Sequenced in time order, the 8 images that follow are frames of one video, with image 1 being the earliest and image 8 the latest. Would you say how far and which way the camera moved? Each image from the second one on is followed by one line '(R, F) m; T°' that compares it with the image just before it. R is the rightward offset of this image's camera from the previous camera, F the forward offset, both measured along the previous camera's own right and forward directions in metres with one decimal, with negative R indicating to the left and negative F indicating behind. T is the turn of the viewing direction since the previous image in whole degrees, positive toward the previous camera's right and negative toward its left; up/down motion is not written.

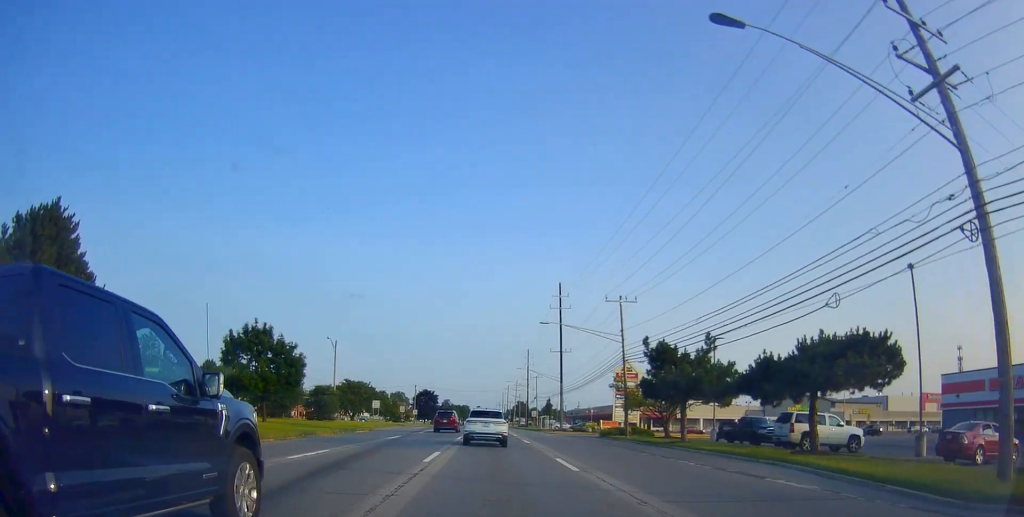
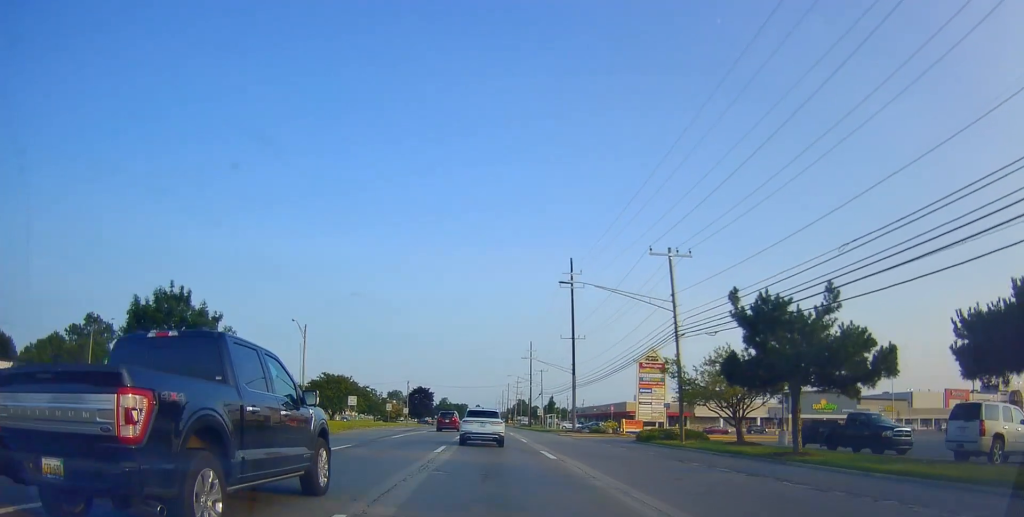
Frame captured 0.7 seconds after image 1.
(+0.3, +12.7) m; +1°
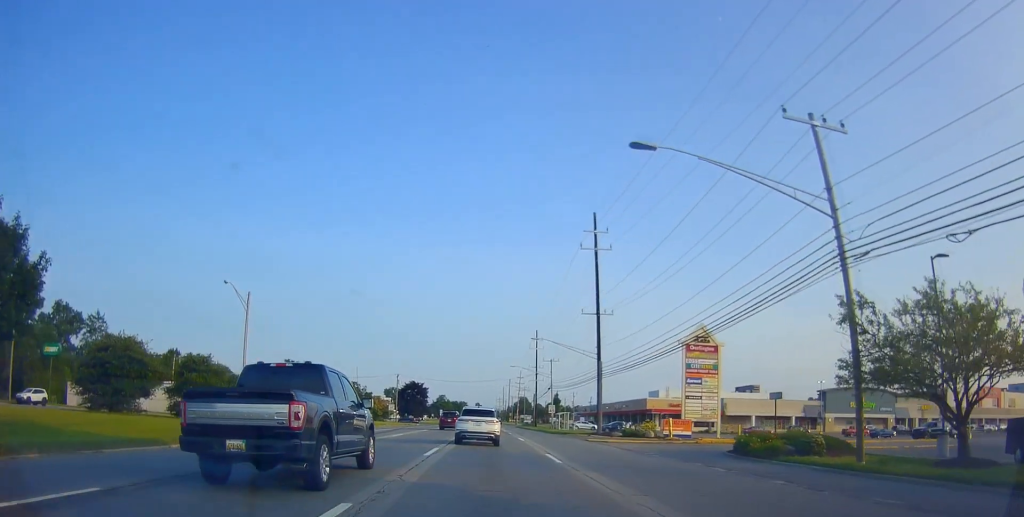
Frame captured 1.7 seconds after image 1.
(-0.1, +16.3) m; -1°
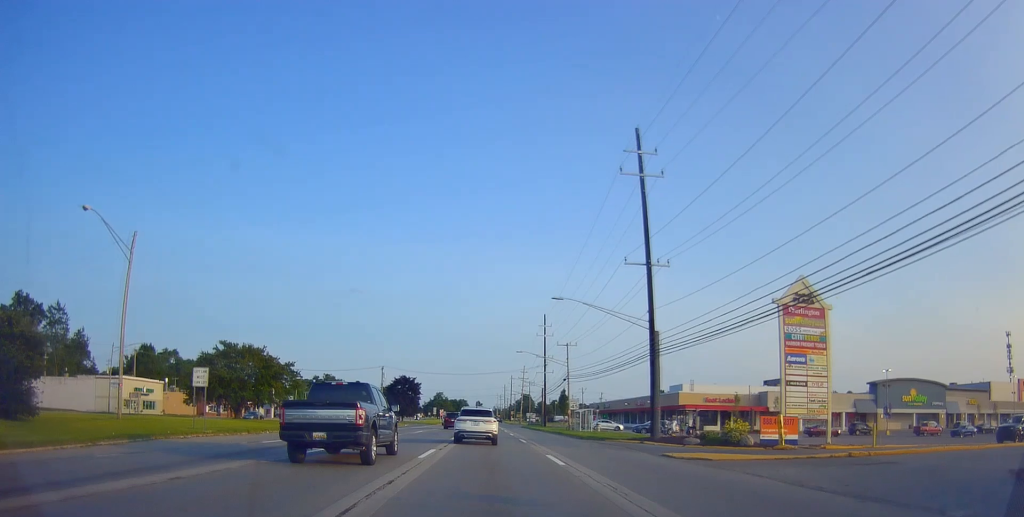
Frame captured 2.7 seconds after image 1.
(-0.2, +18.5) m; 0°
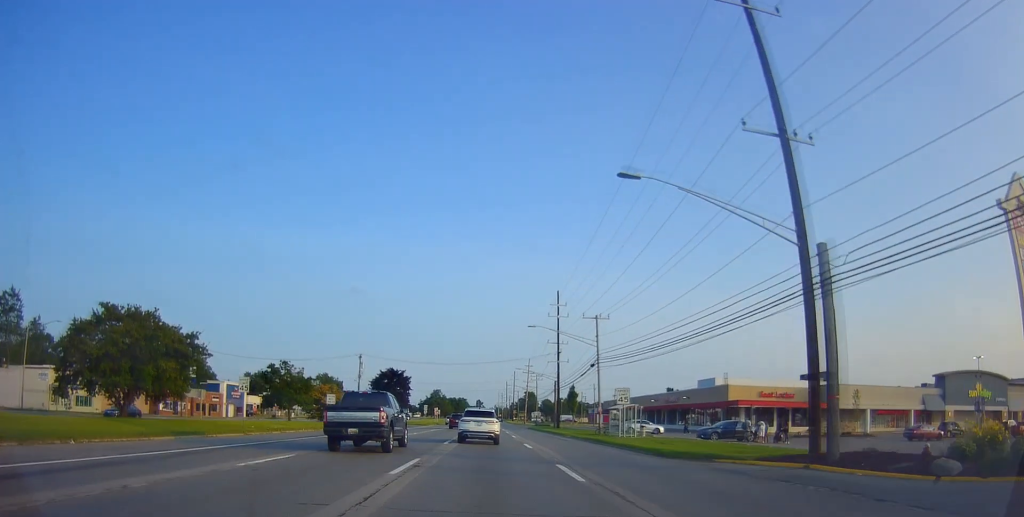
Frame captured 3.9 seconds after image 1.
(+0.3, +19.5) m; +1°
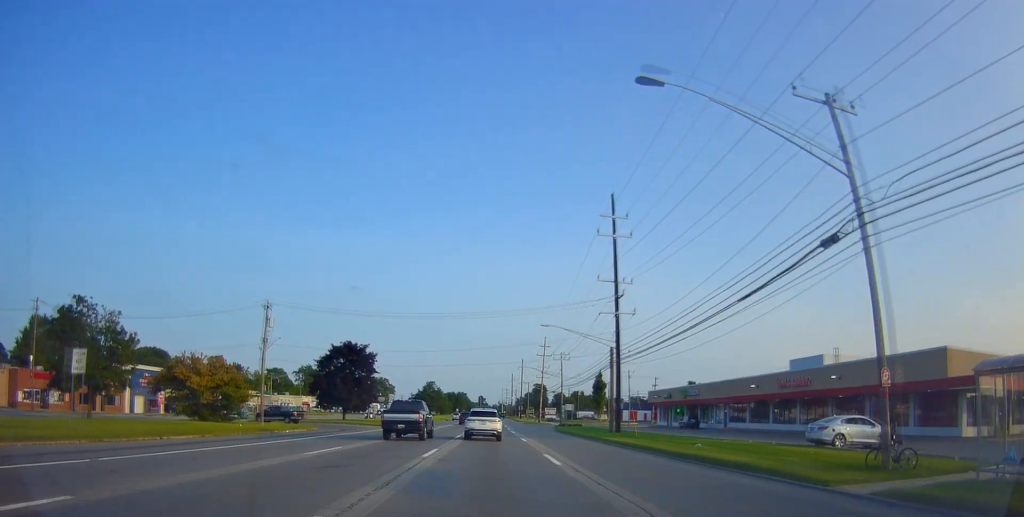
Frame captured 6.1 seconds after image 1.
(-1.2, +38.2) m; -3°
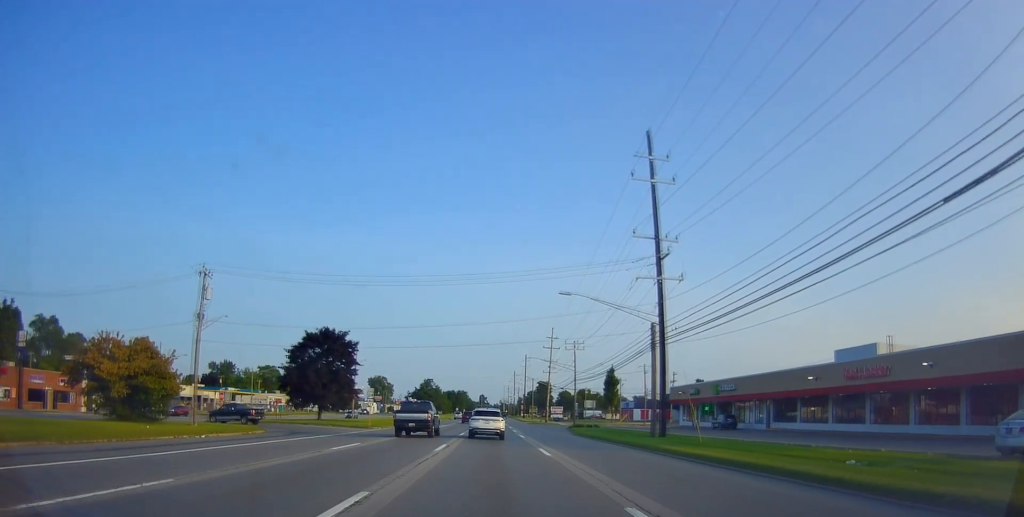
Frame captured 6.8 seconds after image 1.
(+0.1, +11.9) m; +1°
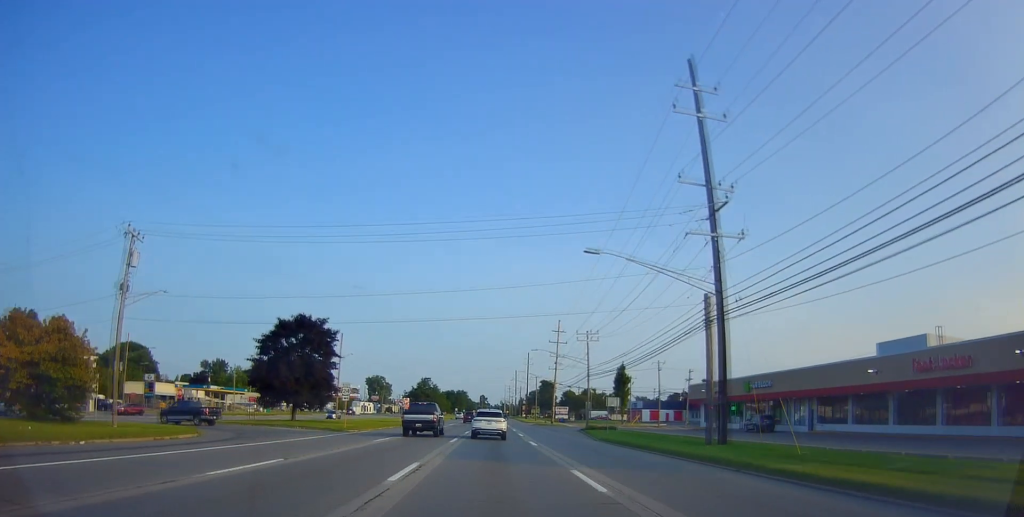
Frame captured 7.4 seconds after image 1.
(+0.3, +9.1) m; +1°
